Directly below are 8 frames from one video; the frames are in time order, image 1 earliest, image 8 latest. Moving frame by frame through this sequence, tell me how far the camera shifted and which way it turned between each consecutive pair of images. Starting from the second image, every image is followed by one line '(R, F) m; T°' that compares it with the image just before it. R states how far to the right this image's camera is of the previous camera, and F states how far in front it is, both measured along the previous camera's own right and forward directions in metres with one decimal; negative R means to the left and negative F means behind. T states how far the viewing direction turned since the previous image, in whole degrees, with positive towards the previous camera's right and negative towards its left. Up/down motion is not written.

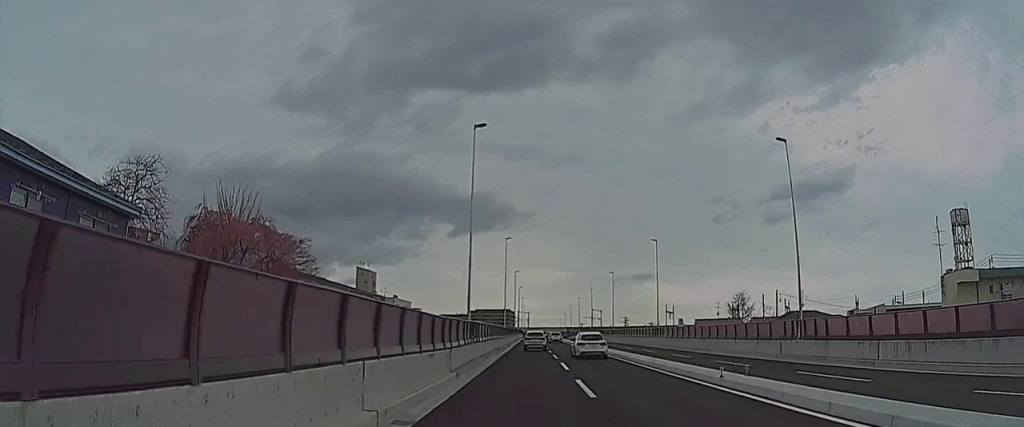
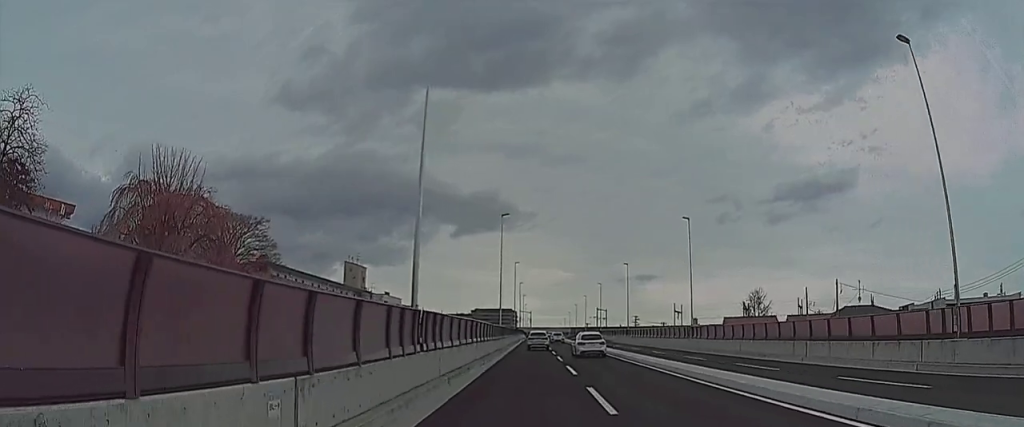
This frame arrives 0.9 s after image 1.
(+0.2, +11.4) m; +1°
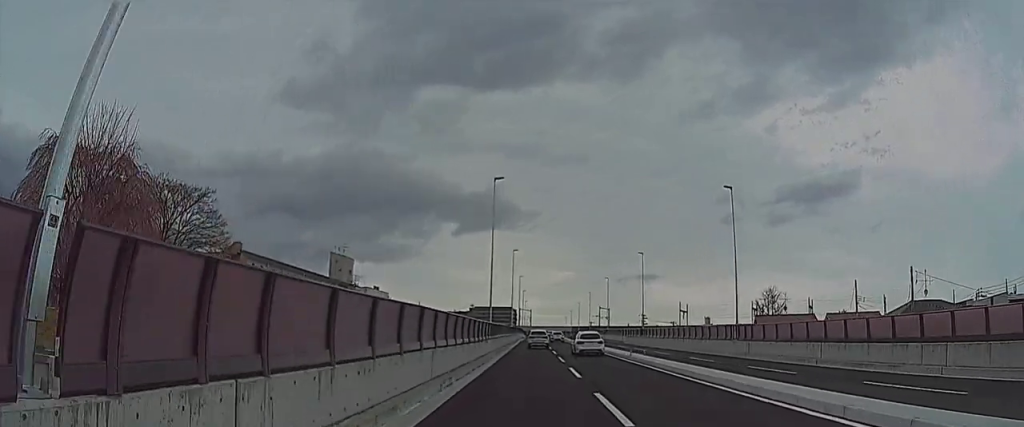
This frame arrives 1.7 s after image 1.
(0.0, +9.4) m; -2°
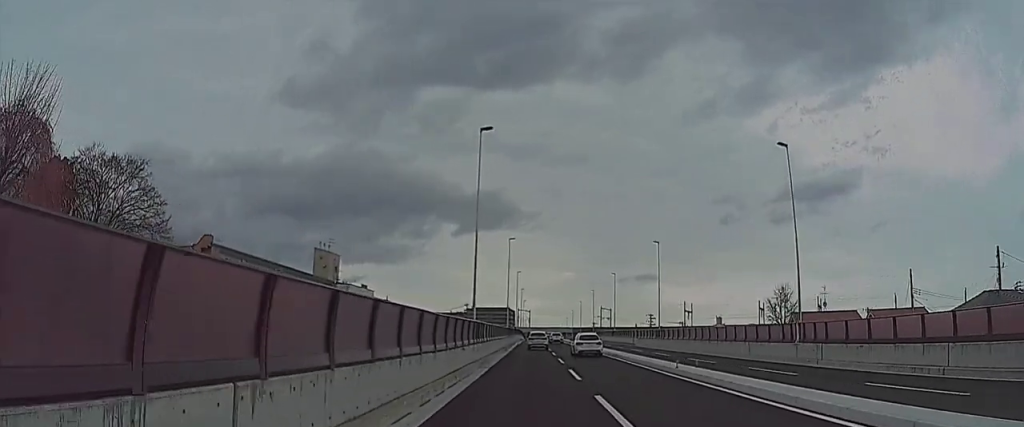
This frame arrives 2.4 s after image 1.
(-0.2, +7.4) m; -2°
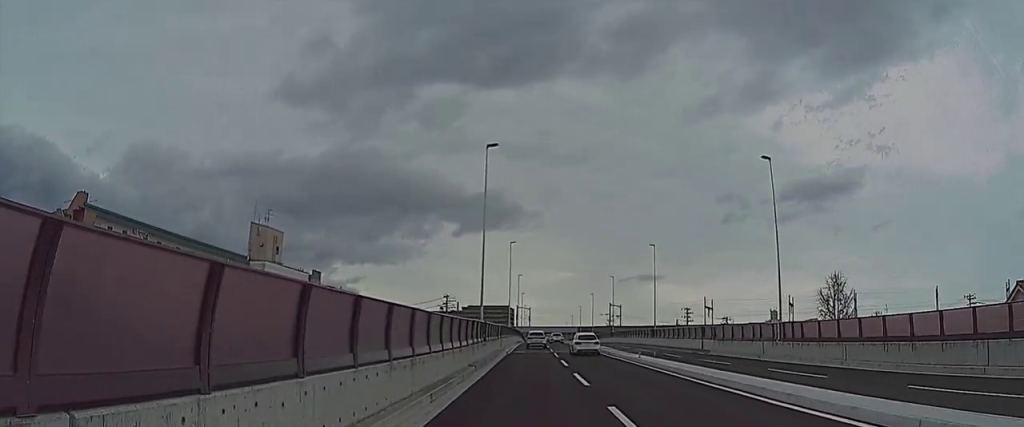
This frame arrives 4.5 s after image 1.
(-0.2, +24.0) m; -1°
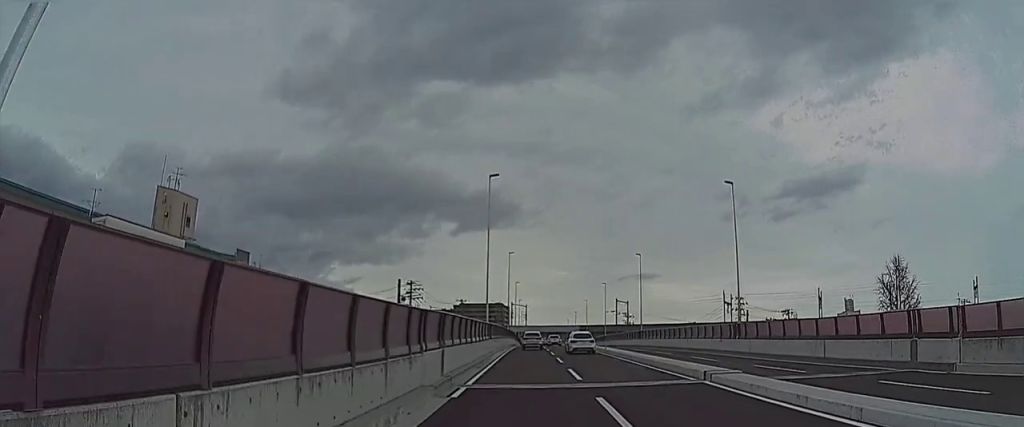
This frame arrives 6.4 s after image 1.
(-0.4, +27.3) m; +2°
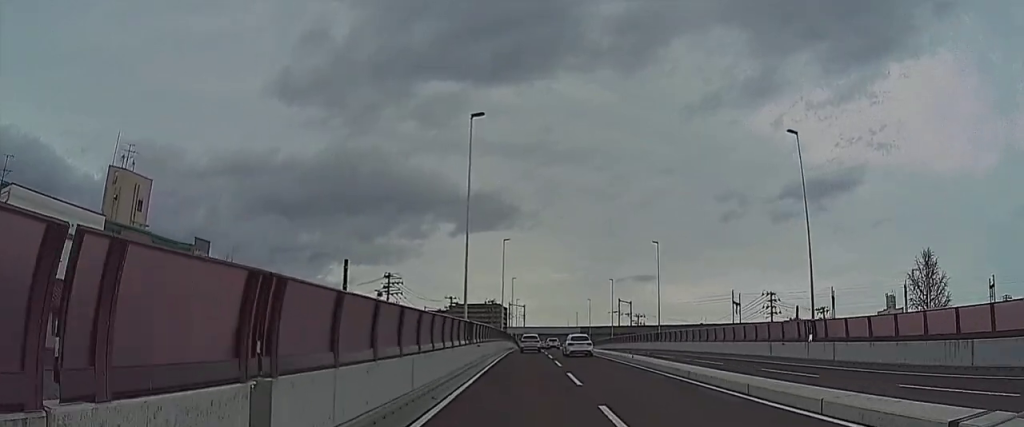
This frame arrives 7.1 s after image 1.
(+0.5, +11.7) m; +1°
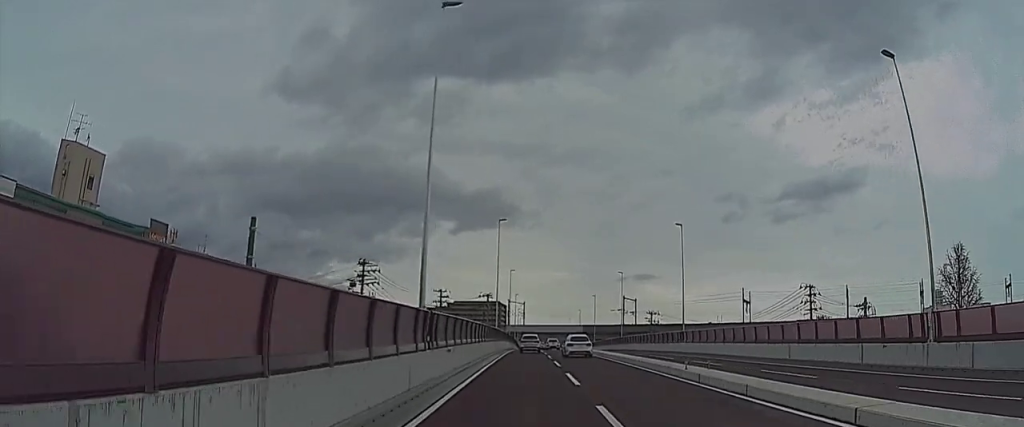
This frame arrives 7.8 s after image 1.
(+0.3, +11.7) m; -1°
